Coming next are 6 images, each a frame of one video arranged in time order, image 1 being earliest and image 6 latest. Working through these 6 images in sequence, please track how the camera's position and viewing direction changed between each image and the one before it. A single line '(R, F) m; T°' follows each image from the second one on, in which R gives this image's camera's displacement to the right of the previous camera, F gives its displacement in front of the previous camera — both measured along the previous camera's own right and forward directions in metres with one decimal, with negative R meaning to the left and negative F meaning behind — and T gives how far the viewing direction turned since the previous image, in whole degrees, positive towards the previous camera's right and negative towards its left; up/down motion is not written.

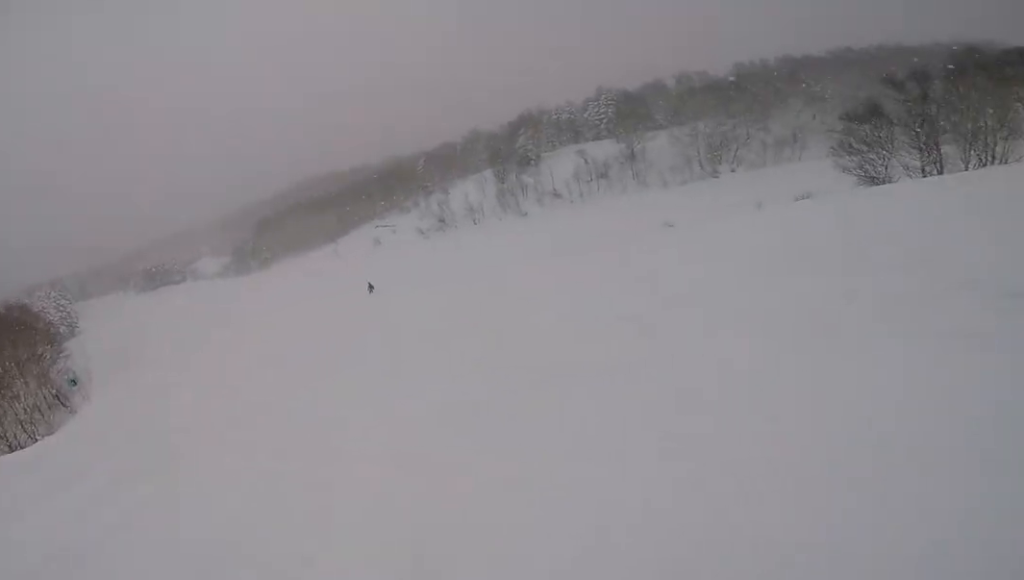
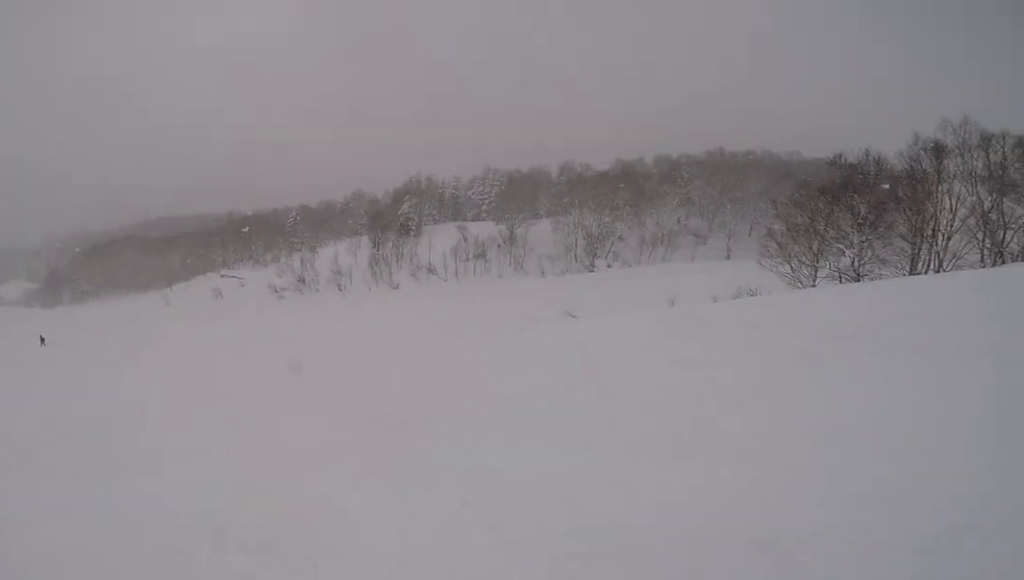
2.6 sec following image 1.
(+4.4, +9.3) m; +44°
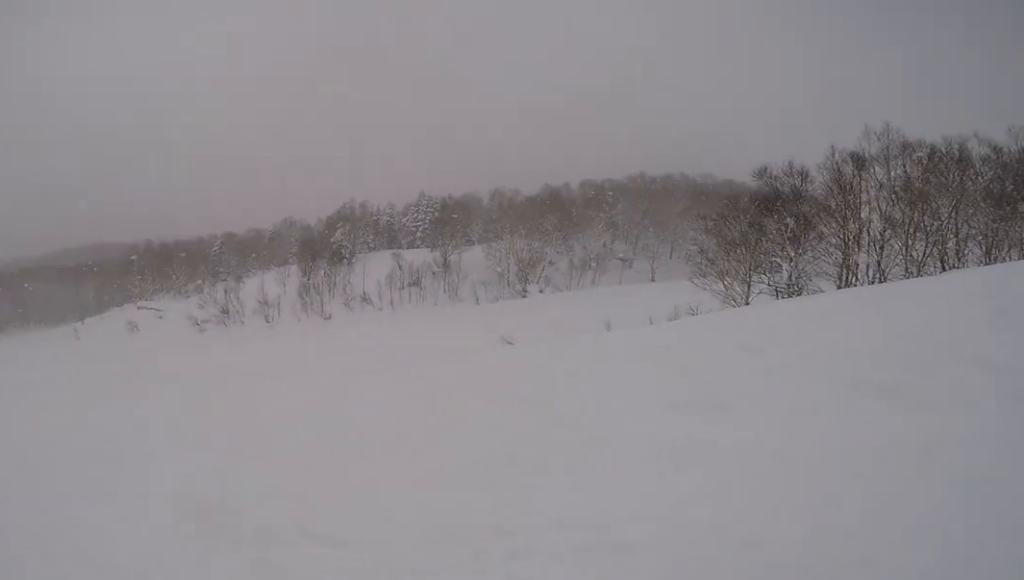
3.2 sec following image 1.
(+0.6, +2.4) m; +6°
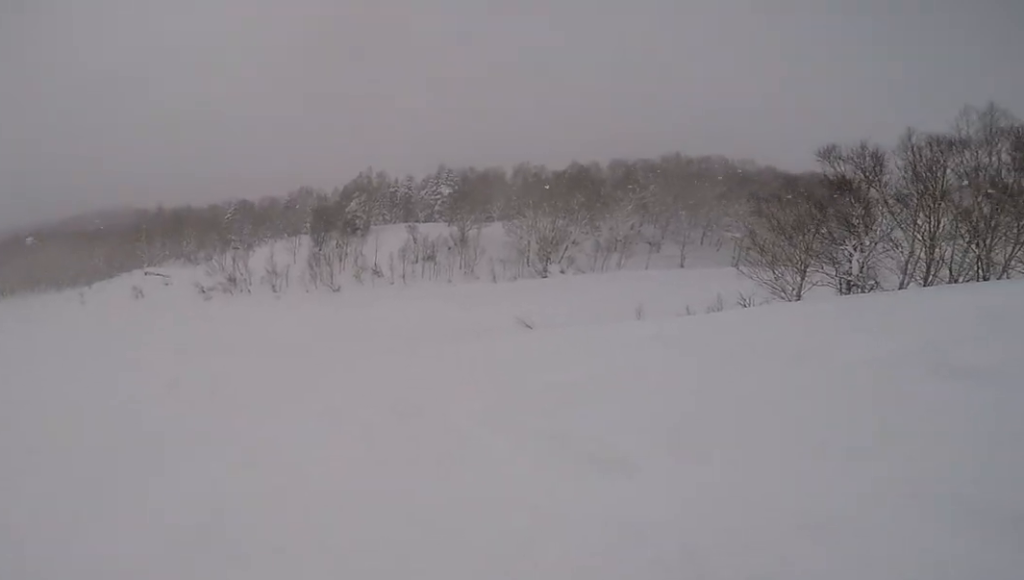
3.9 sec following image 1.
(-0.4, +3.2) m; -2°
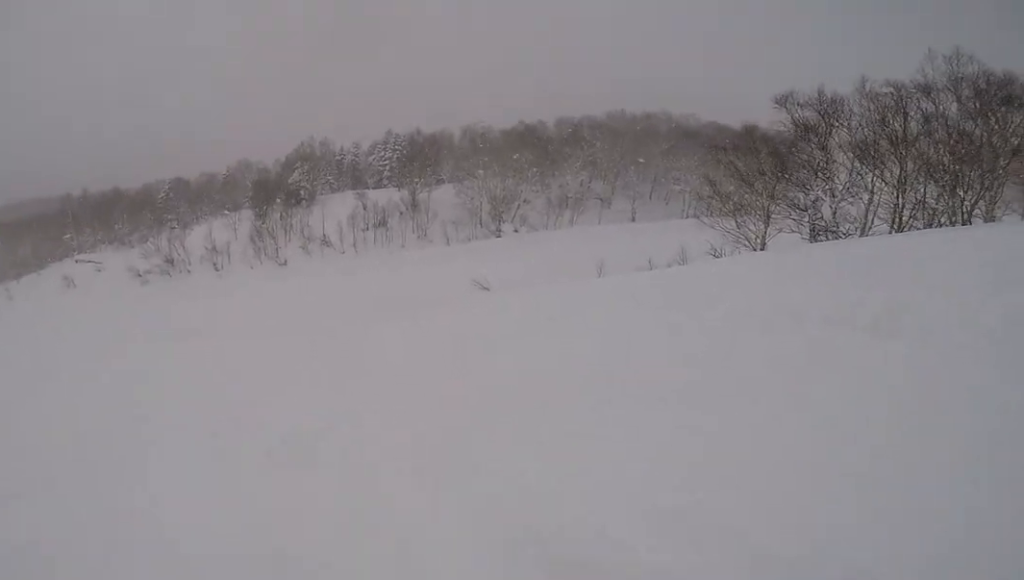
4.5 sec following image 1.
(0.0, +2.8) m; -7°
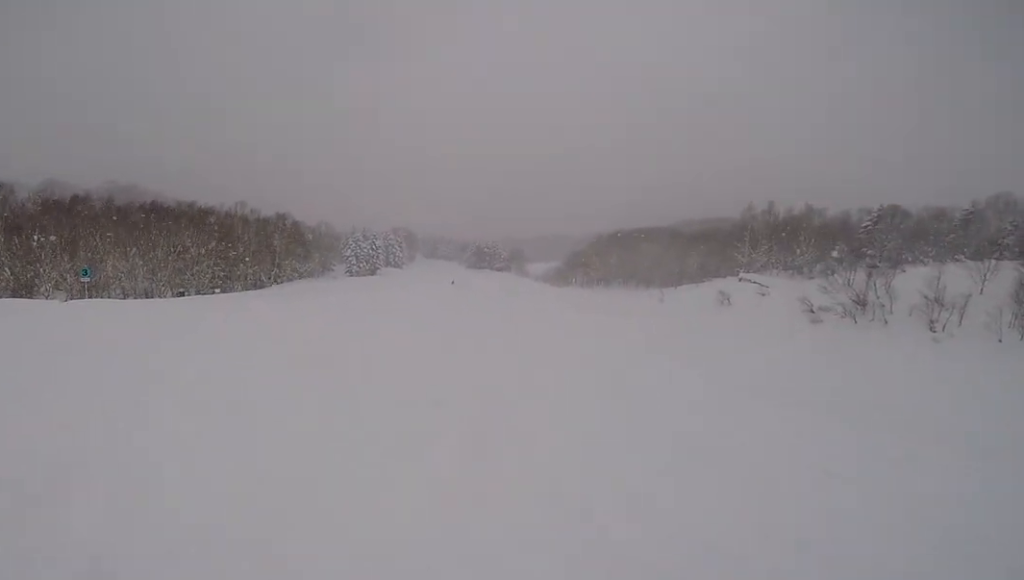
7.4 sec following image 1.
(-8.6, +9.0) m; -68°
